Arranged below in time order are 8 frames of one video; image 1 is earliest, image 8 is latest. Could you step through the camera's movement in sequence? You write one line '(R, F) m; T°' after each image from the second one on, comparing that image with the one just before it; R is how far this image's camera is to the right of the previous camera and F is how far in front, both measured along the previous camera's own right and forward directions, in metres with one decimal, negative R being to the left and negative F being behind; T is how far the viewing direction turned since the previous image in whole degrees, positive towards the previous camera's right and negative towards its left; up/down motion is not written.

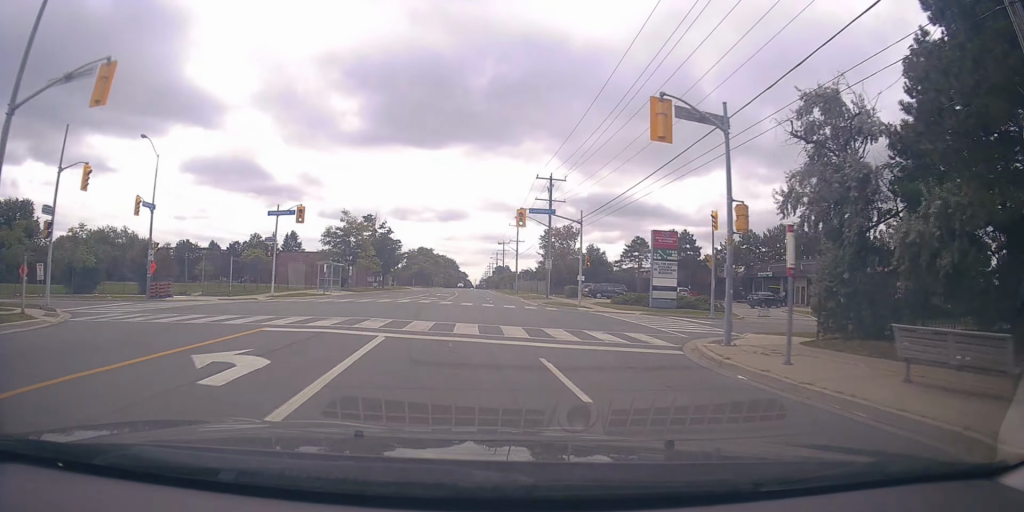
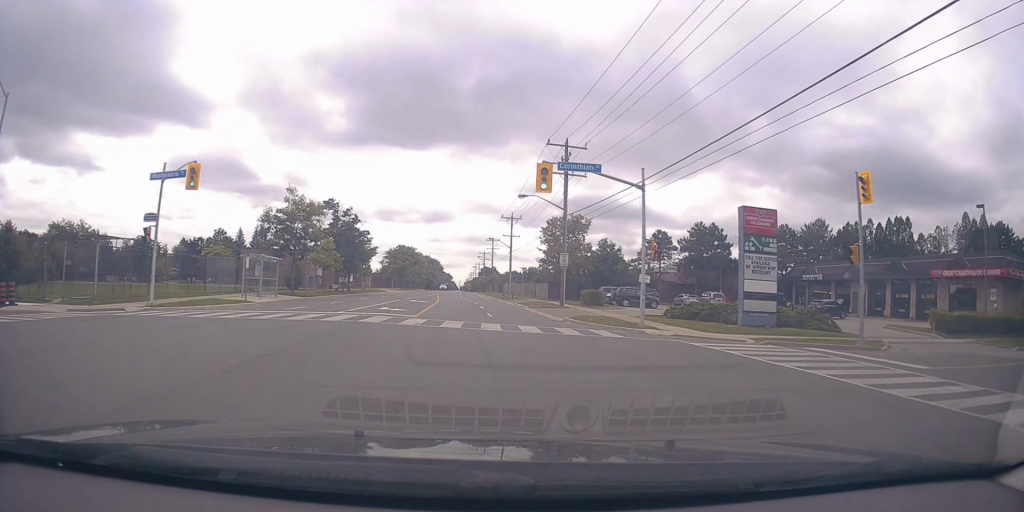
(0.0, +14.9) m; 0°
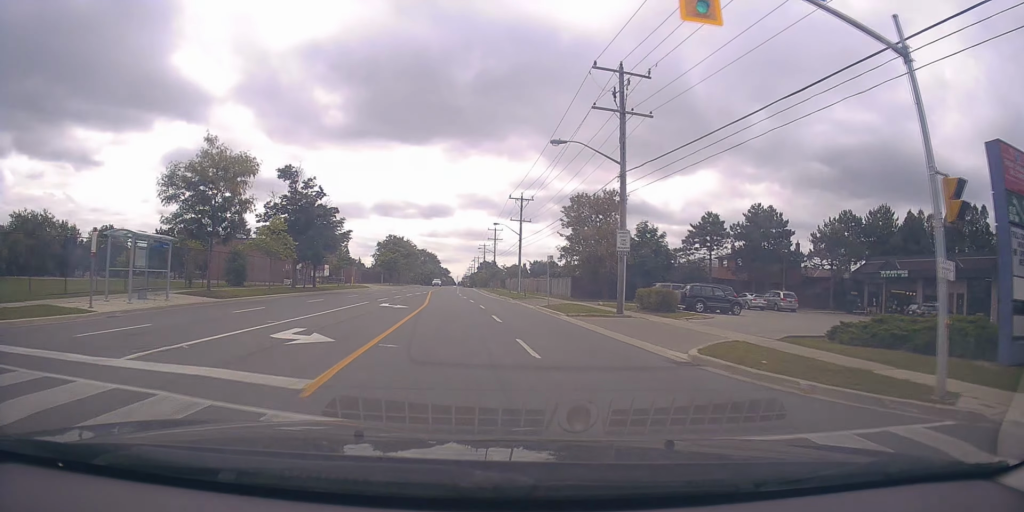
(-0.1, +15.0) m; 0°
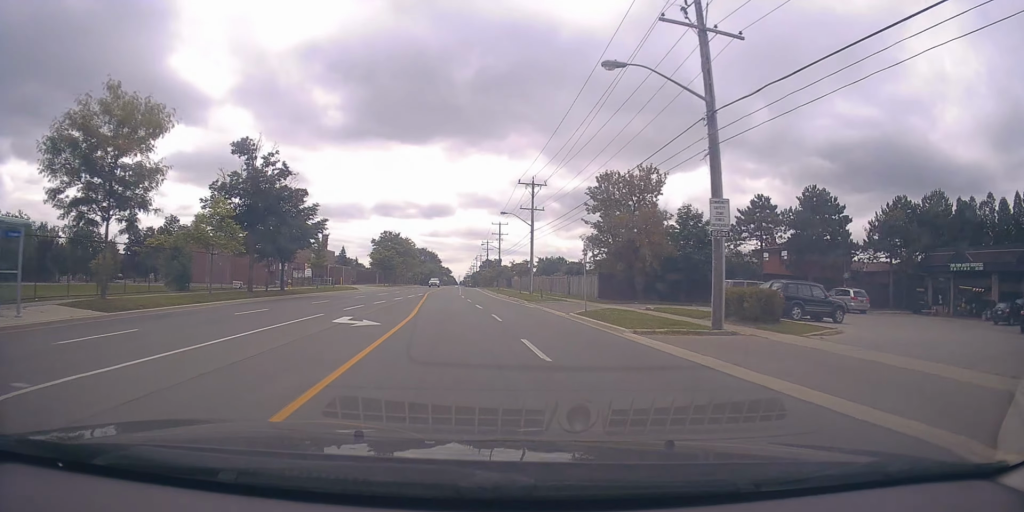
(-0.2, +9.8) m; +1°
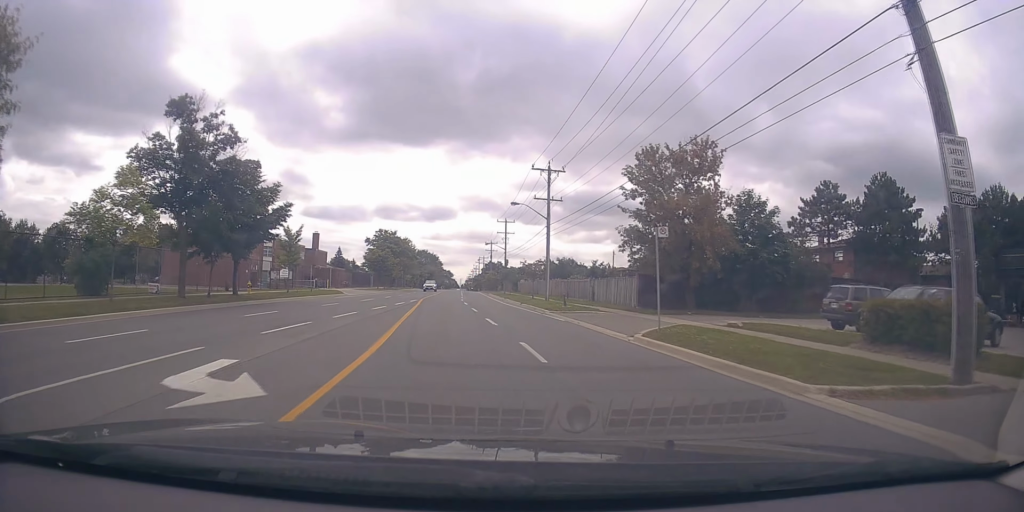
(+0.3, +9.2) m; +1°
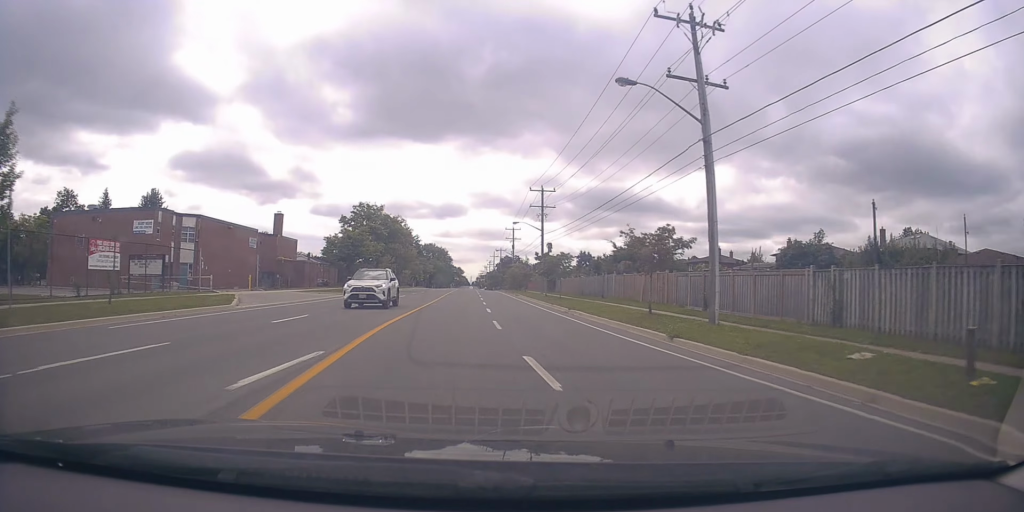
(-0.2, +30.2) m; -1°
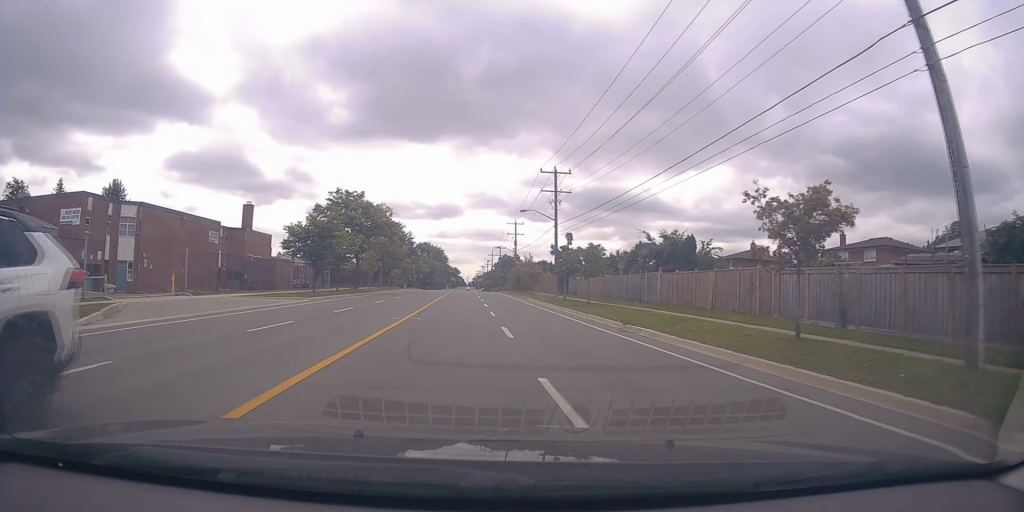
(0.0, +11.3) m; 0°
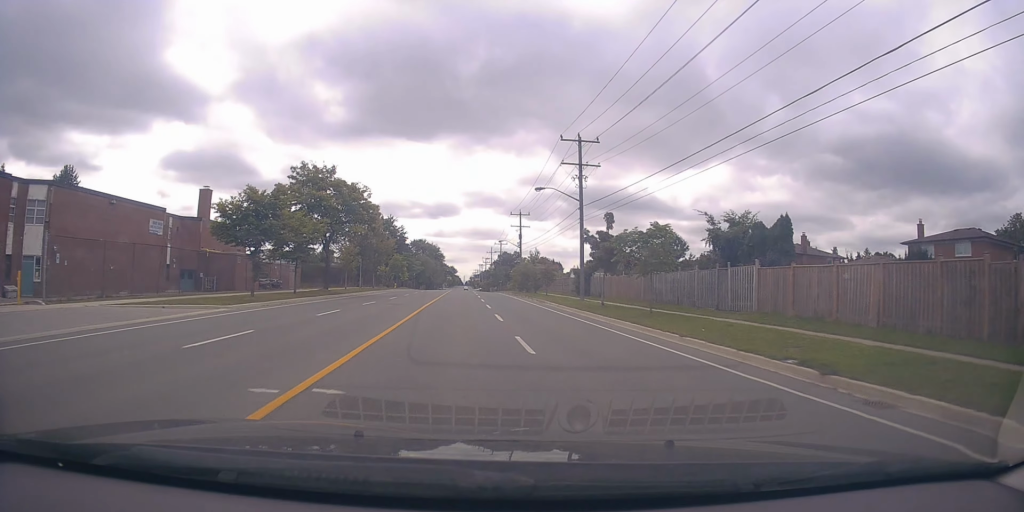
(0.0, +12.3) m; 0°
